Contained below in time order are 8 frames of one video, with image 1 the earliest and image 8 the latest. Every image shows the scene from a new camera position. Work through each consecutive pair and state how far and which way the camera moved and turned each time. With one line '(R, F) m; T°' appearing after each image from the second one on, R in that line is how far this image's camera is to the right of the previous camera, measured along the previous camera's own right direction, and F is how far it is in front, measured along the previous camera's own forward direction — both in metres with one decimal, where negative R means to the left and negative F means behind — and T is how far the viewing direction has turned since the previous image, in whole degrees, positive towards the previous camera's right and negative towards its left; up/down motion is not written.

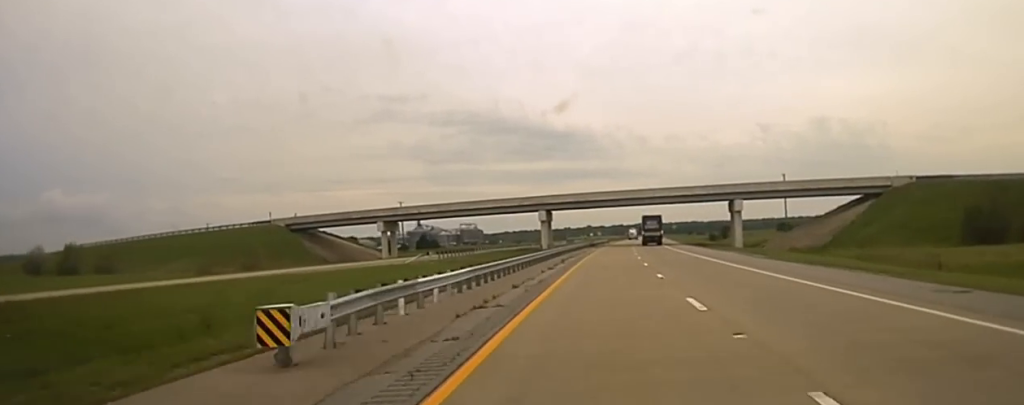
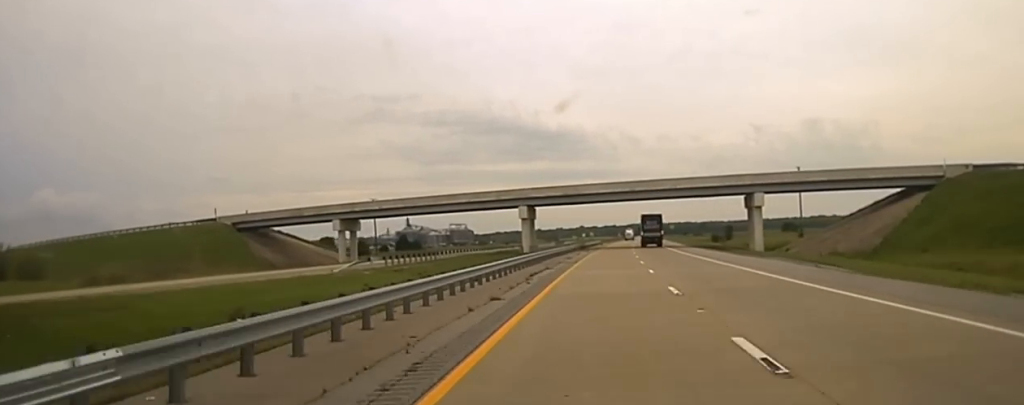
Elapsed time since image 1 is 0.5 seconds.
(0.0, +20.5) m; 0°
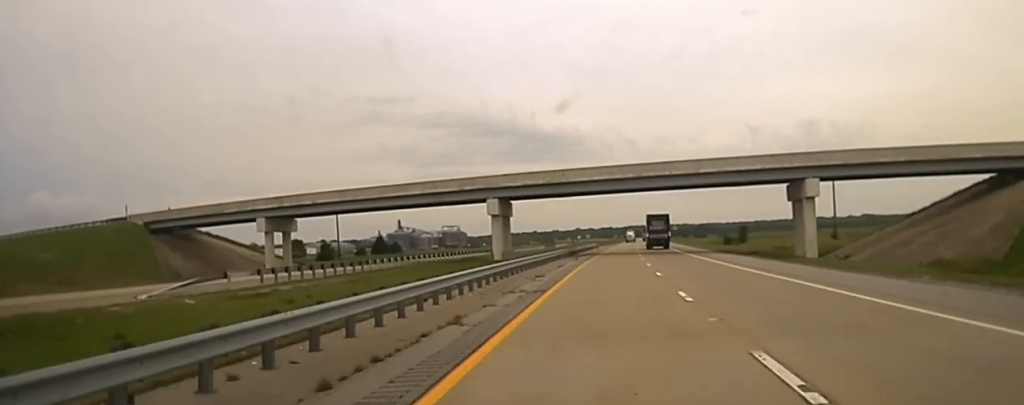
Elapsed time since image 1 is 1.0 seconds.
(+0.1, +18.3) m; 0°
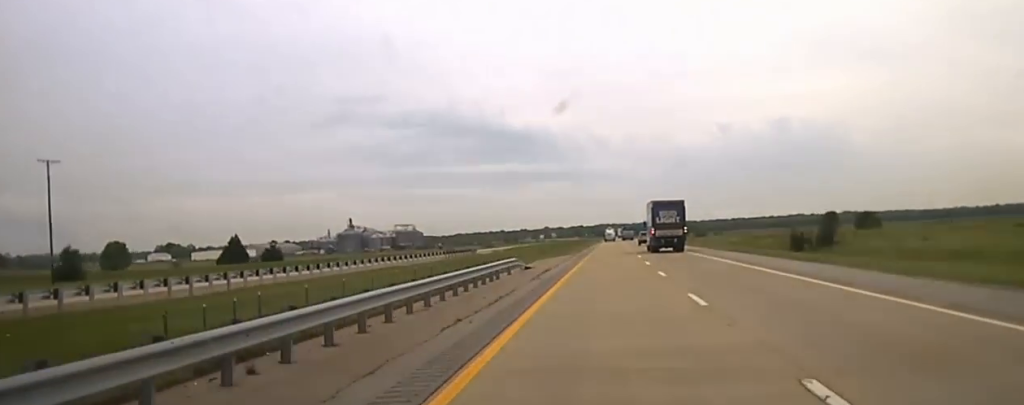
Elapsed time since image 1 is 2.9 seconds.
(+0.9, +64.7) m; +2°
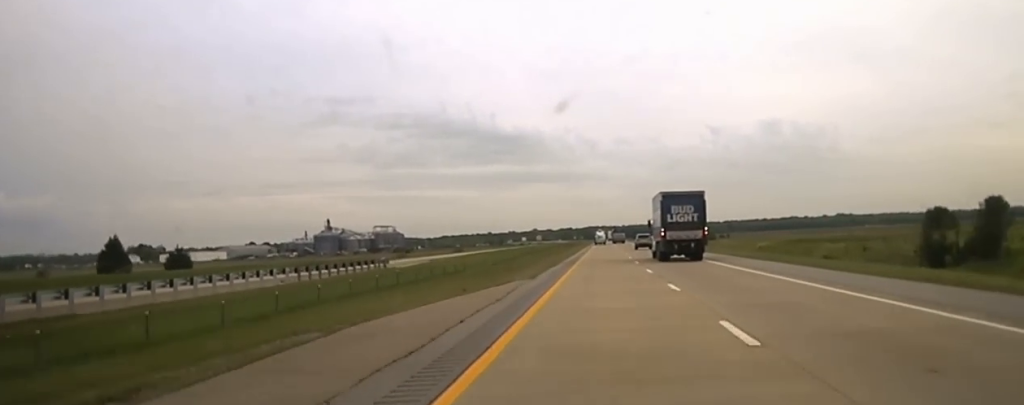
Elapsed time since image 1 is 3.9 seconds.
(+0.3, +35.1) m; +1°
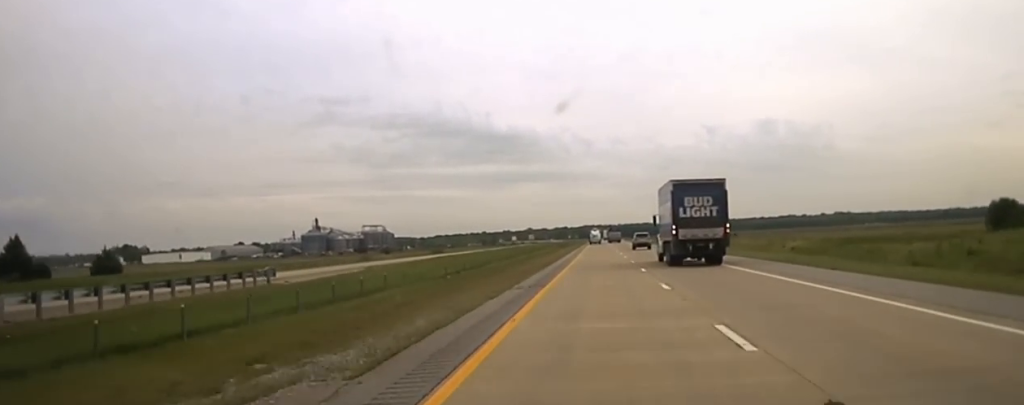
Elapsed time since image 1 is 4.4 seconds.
(+0.2, +19.0) m; 0°
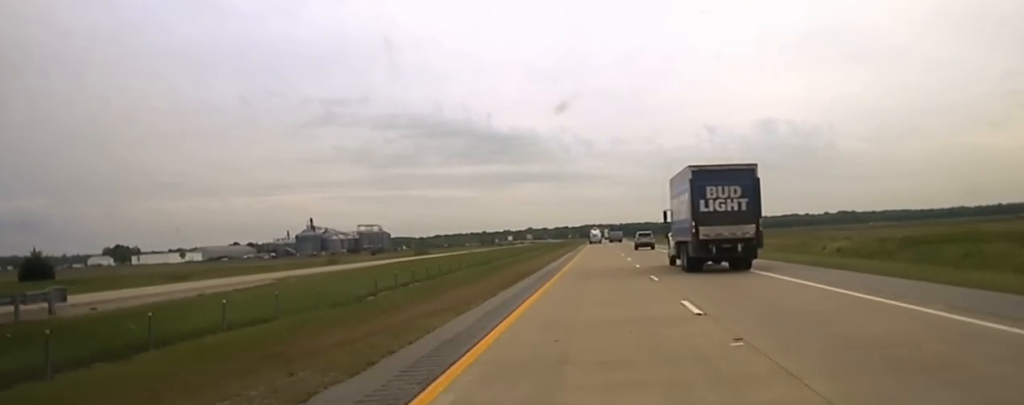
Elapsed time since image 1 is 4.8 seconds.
(0.0, +18.4) m; 0°
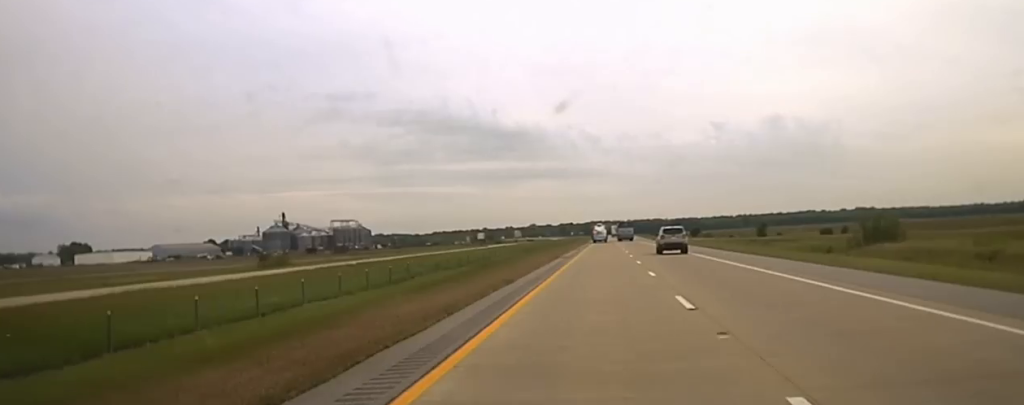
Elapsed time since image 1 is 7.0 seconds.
(-0.5, +87.6) m; 0°
